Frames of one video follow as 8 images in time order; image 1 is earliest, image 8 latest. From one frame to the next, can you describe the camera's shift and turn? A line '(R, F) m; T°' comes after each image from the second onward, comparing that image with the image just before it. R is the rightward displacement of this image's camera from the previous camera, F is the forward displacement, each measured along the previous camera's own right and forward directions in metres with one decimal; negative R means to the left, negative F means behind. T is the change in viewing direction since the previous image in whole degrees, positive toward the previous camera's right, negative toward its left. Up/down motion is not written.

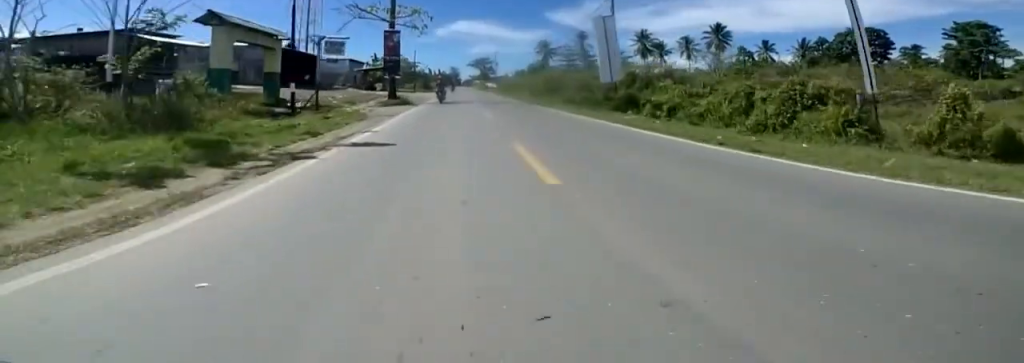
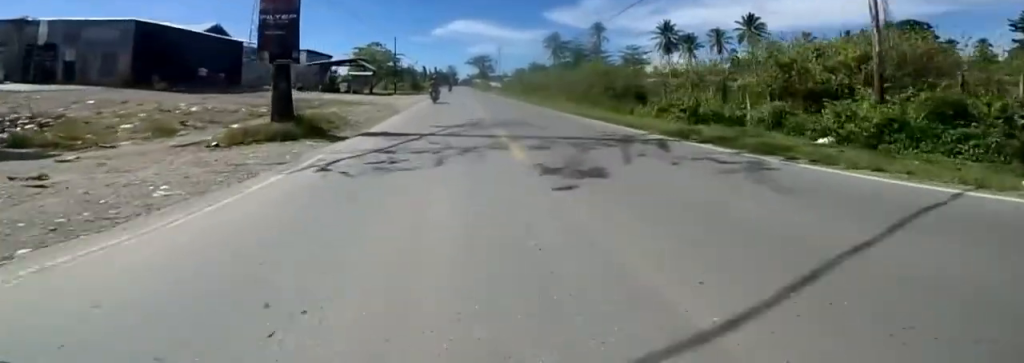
(+0.6, +14.0) m; 0°
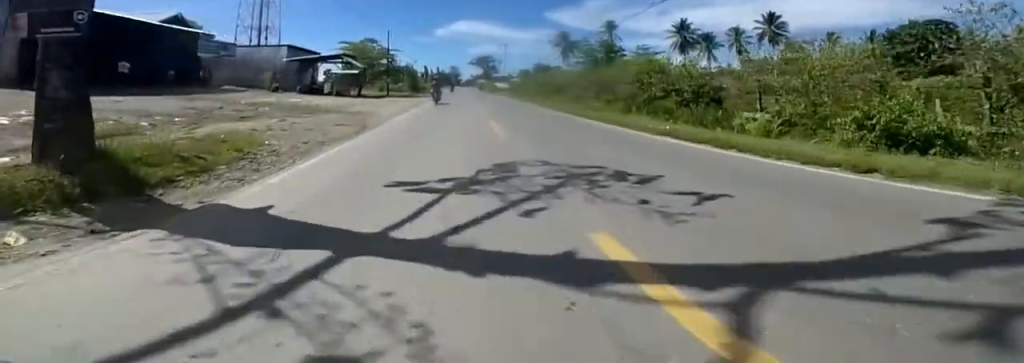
(-0.4, +5.4) m; 0°
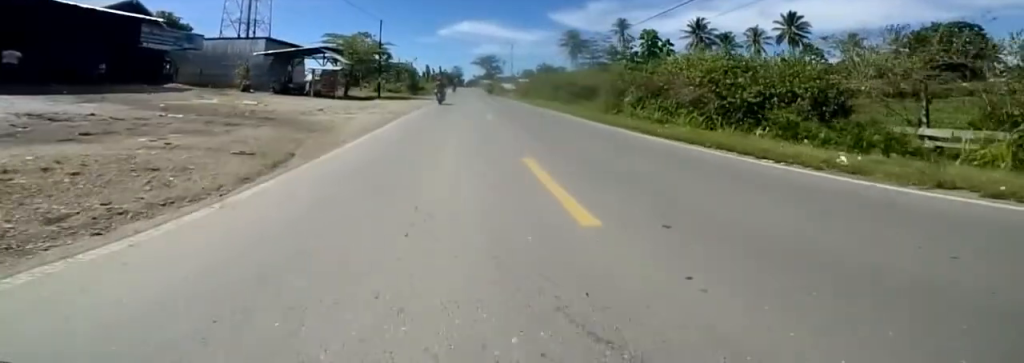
(-0.6, +4.7) m; 0°
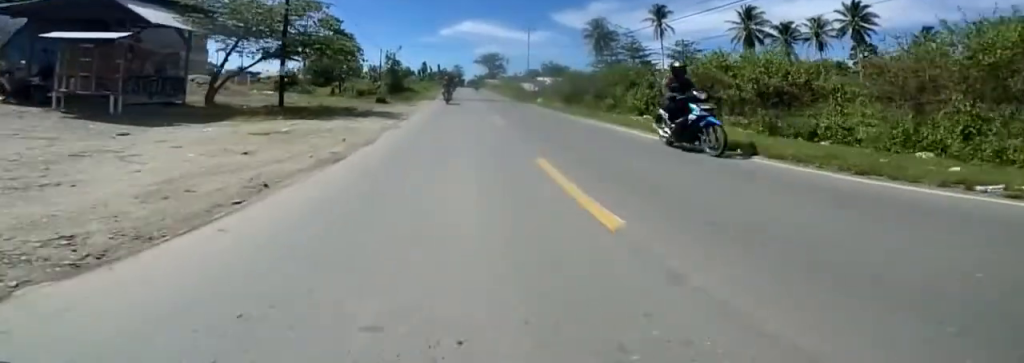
(+0.7, +15.3) m; 0°
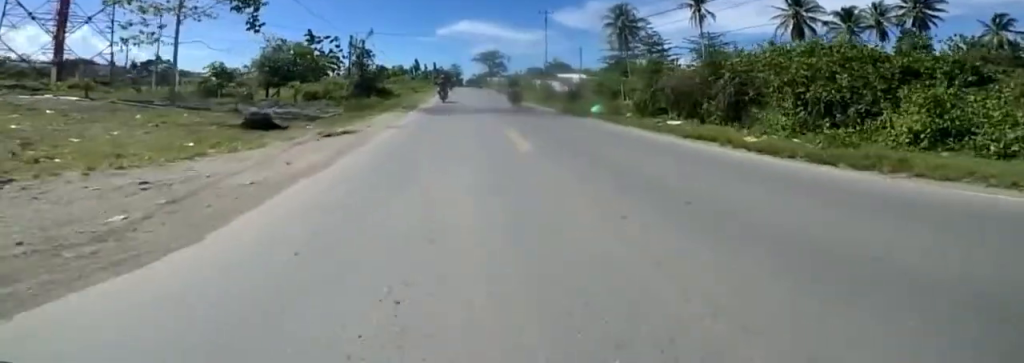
(-0.1, +12.4) m; 0°
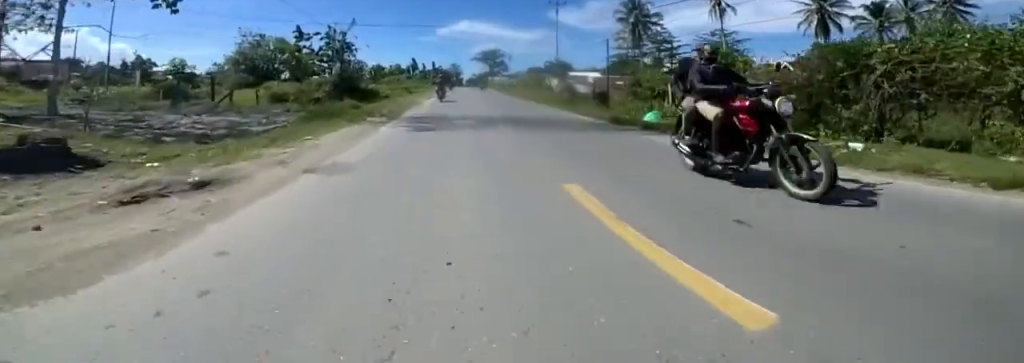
(+0.5, +4.8) m; 0°
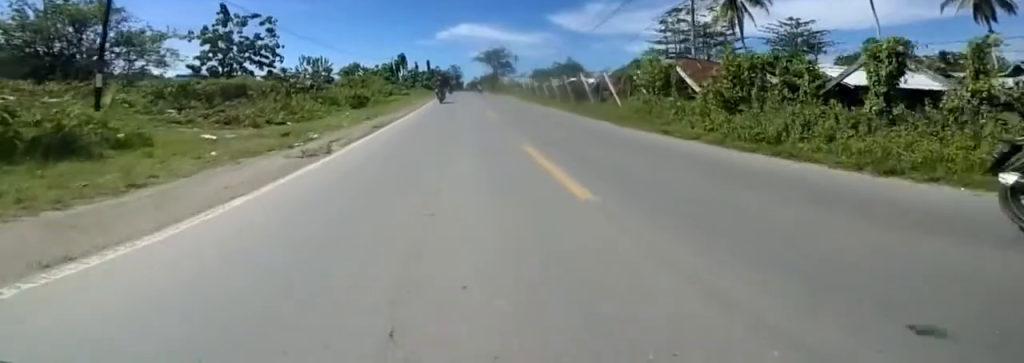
(+0.1, +20.7) m; +7°
